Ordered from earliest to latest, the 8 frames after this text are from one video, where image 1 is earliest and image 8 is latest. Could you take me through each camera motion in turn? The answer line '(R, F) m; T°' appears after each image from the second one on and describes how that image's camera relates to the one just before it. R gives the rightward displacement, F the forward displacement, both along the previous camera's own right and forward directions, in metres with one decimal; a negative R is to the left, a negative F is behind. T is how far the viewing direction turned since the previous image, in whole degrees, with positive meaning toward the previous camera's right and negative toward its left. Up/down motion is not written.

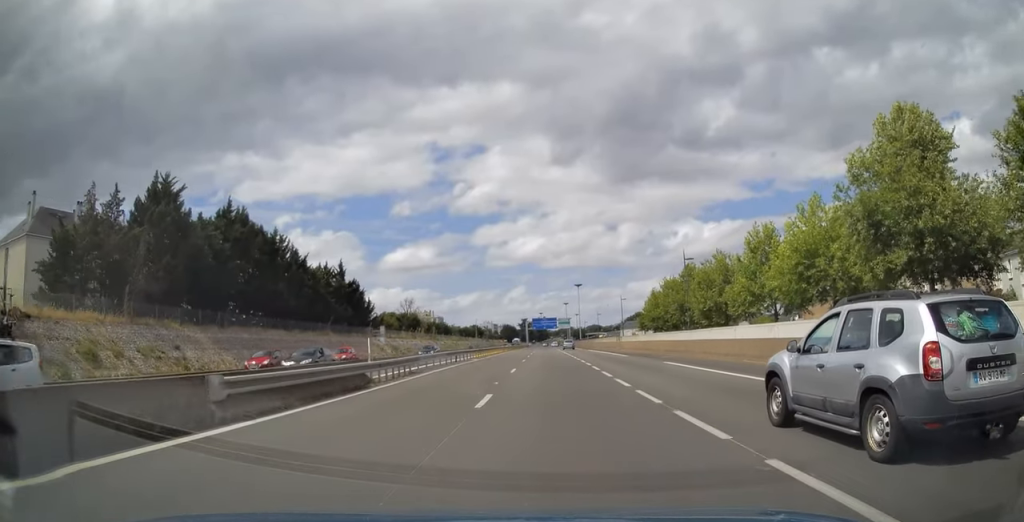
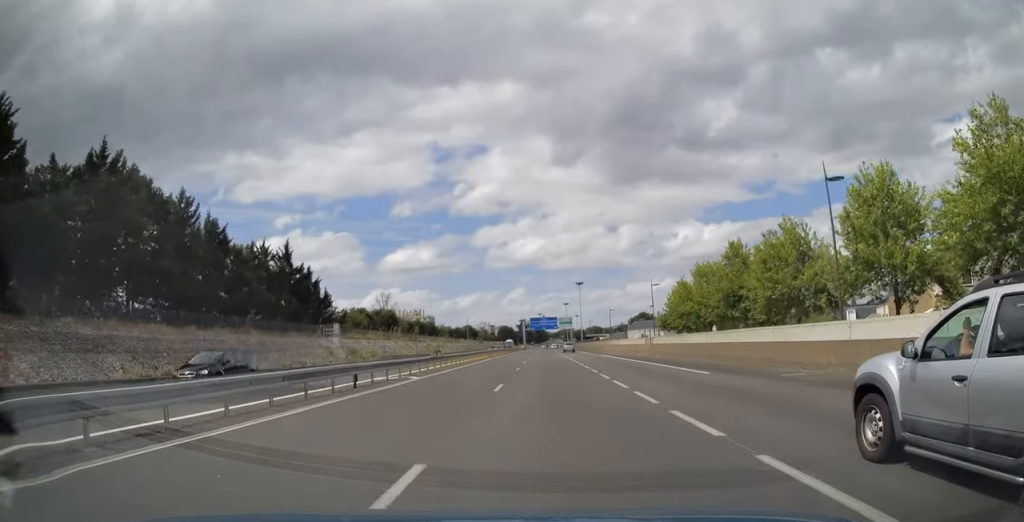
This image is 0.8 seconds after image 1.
(0.0, +21.5) m; 0°
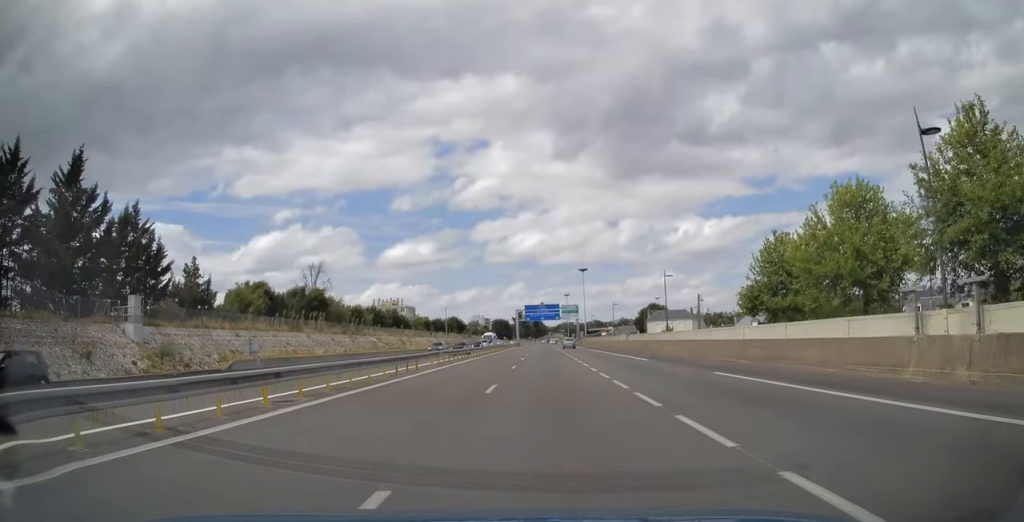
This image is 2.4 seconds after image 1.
(0.0, +40.2) m; 0°
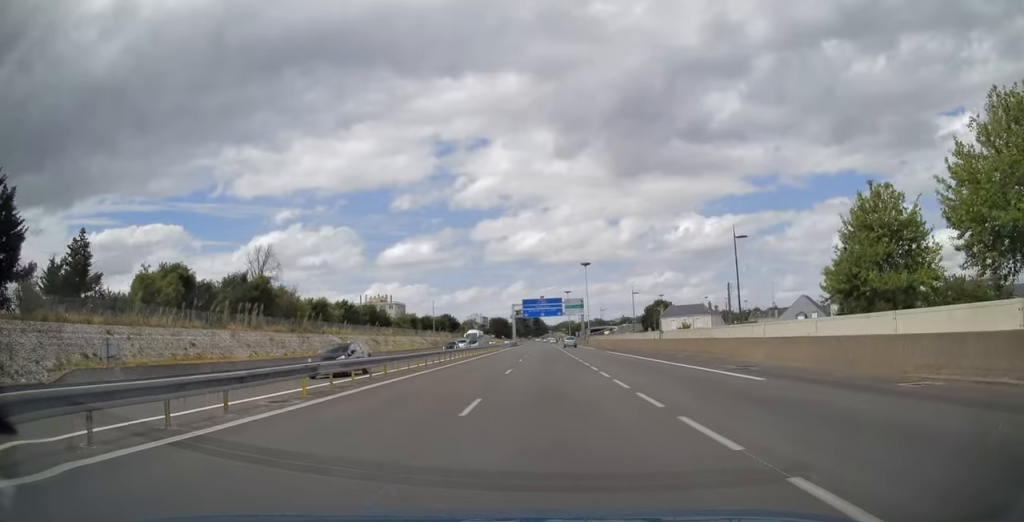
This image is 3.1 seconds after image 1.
(0.0, +17.8) m; 0°
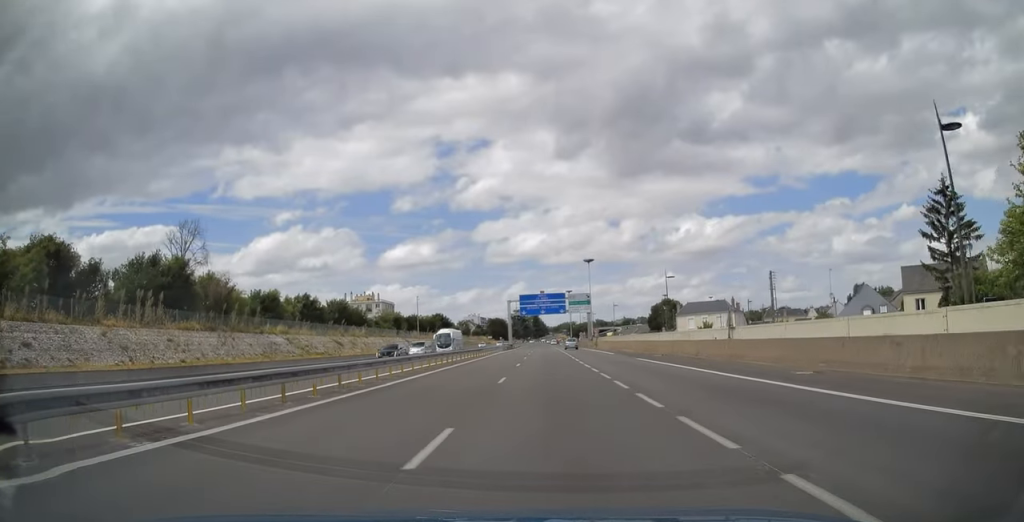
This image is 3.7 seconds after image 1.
(0.0, +17.4) m; 0°
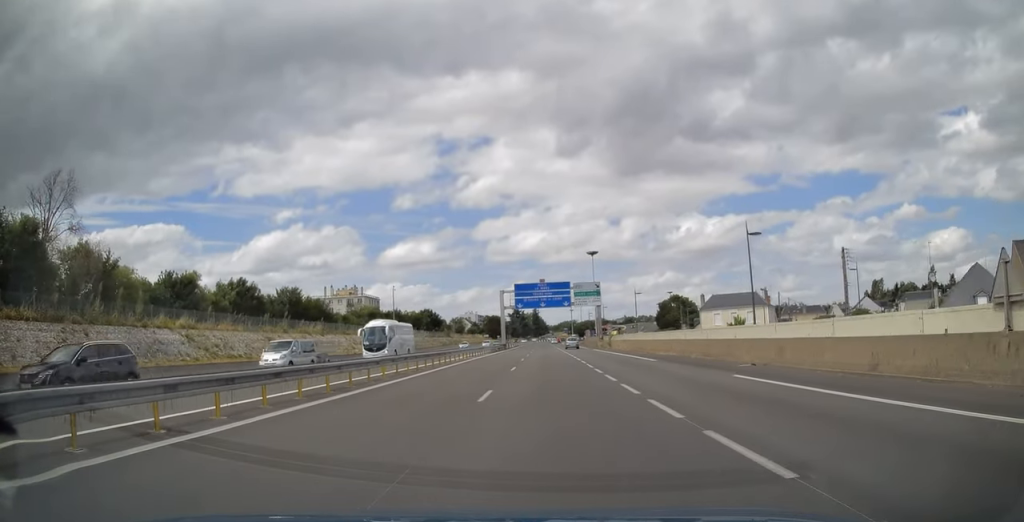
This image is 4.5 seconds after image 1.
(+0.1, +19.1) m; 0°
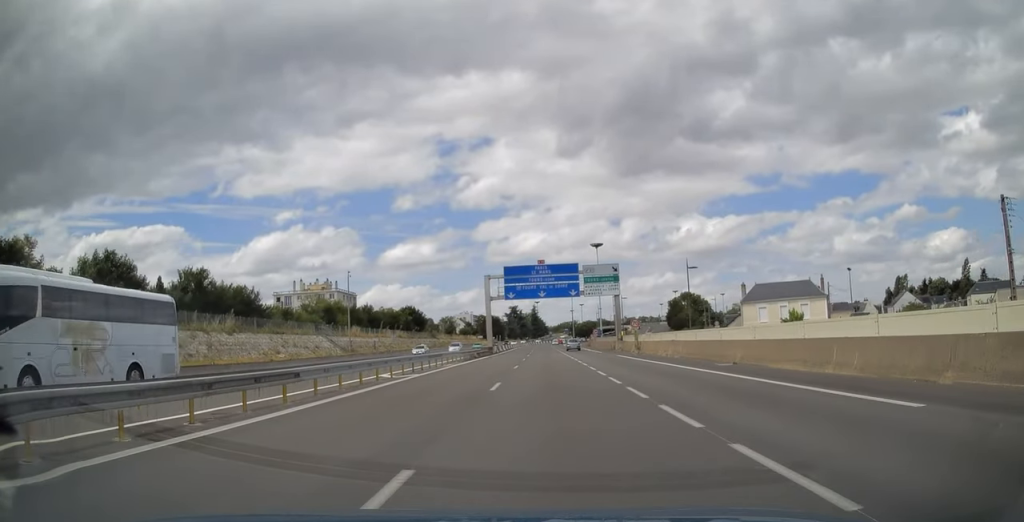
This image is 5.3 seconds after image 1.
(0.0, +23.0) m; 0°
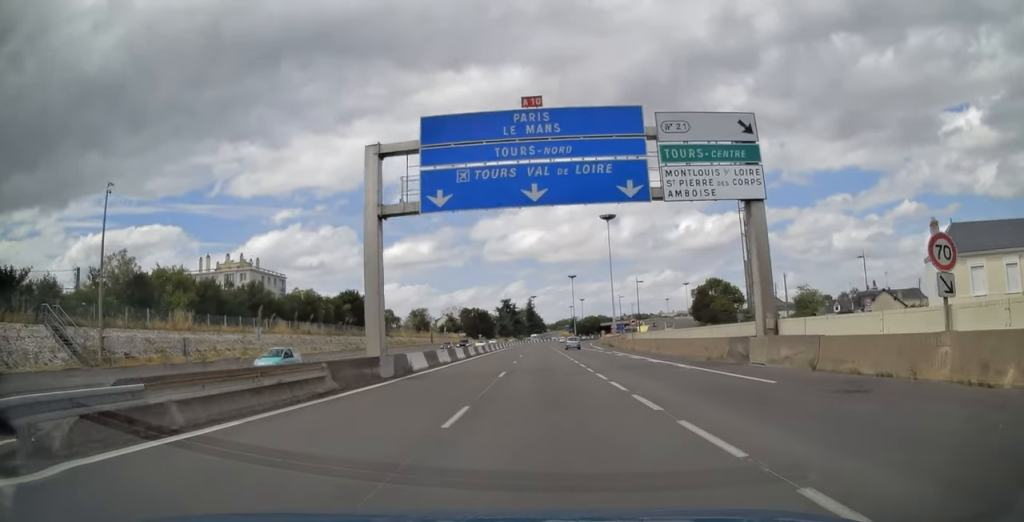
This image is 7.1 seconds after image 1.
(0.0, +45.9) m; 0°
